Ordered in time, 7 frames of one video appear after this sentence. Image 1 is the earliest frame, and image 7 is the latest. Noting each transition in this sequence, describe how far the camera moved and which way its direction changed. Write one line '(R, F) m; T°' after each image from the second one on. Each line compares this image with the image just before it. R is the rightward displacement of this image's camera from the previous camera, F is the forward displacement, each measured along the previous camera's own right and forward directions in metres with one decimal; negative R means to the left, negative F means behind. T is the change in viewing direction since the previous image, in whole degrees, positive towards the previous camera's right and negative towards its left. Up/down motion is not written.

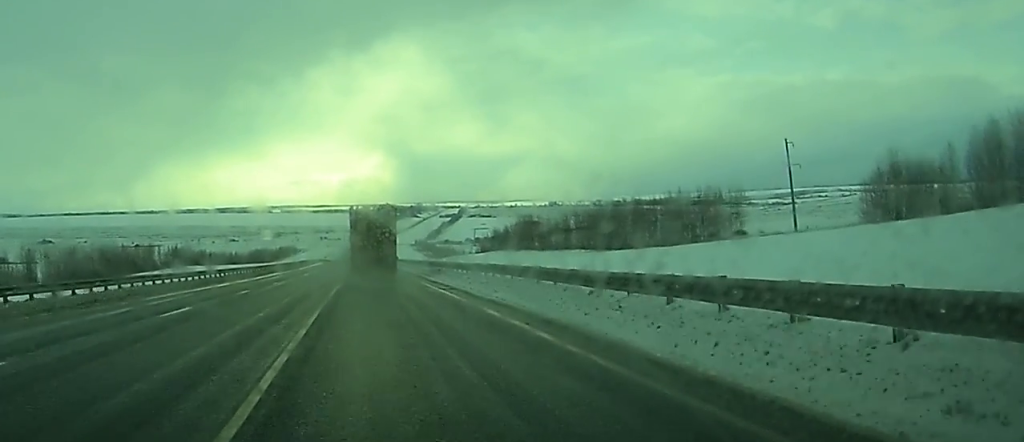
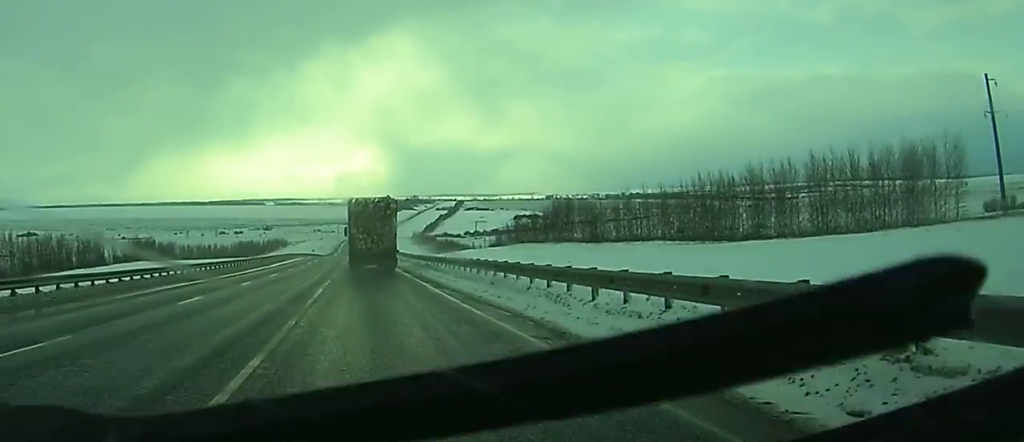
(+0.2, +43.6) m; +1°
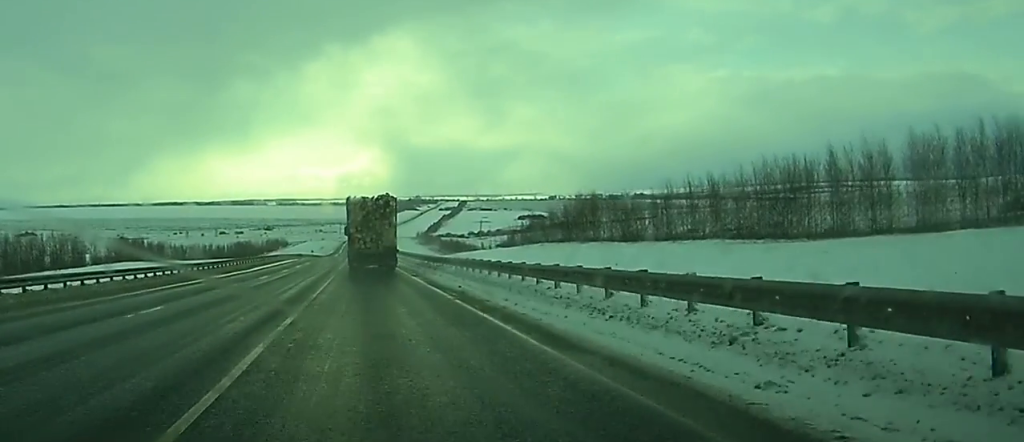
(0.0, +16.8) m; 0°
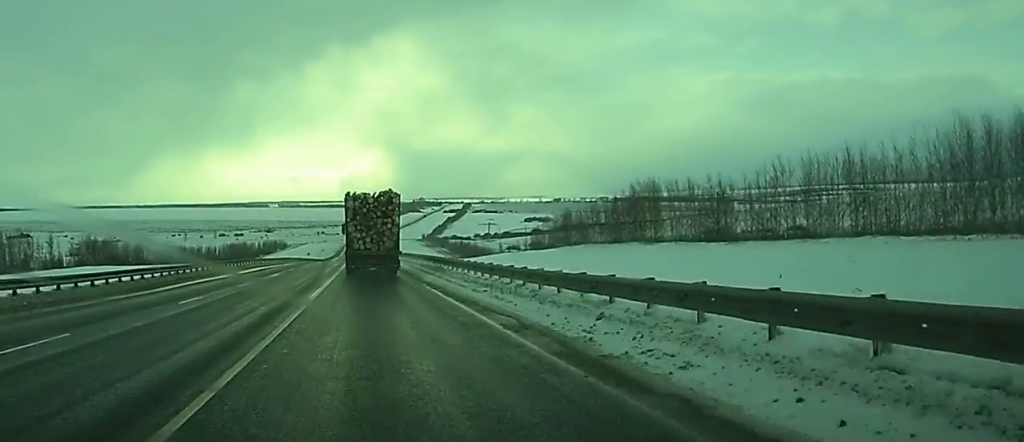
(-0.1, +30.2) m; 0°
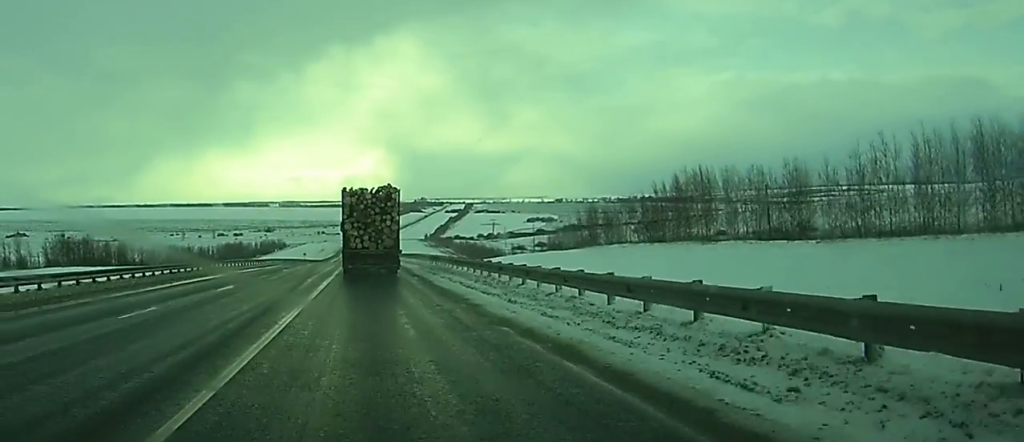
(0.0, +17.7) m; 0°
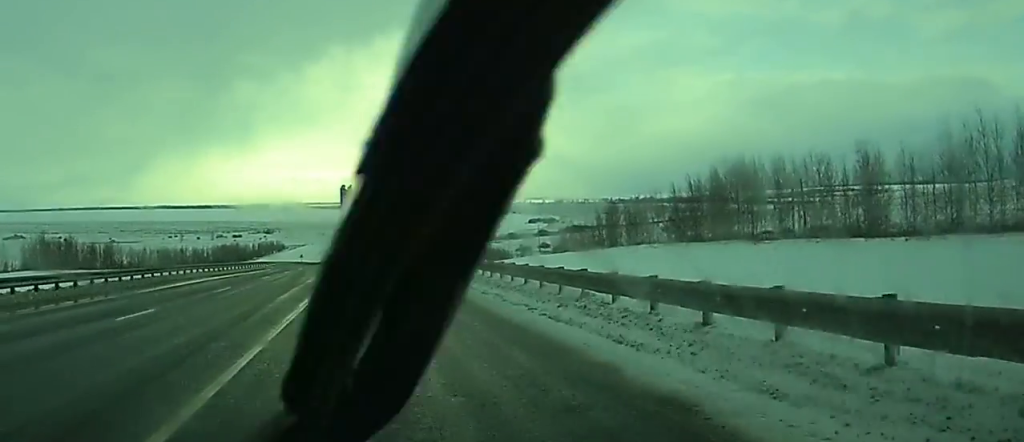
(0.0, +12.5) m; 0°
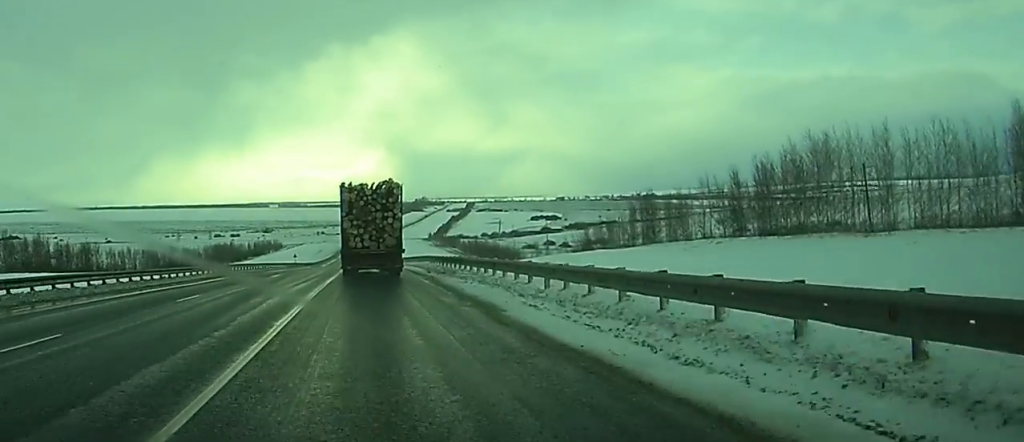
(-0.1, +18.7) m; 0°
